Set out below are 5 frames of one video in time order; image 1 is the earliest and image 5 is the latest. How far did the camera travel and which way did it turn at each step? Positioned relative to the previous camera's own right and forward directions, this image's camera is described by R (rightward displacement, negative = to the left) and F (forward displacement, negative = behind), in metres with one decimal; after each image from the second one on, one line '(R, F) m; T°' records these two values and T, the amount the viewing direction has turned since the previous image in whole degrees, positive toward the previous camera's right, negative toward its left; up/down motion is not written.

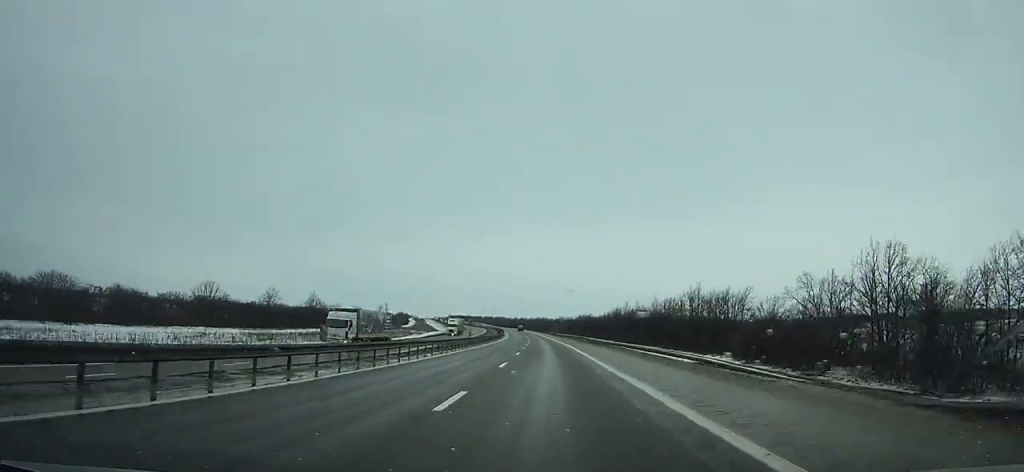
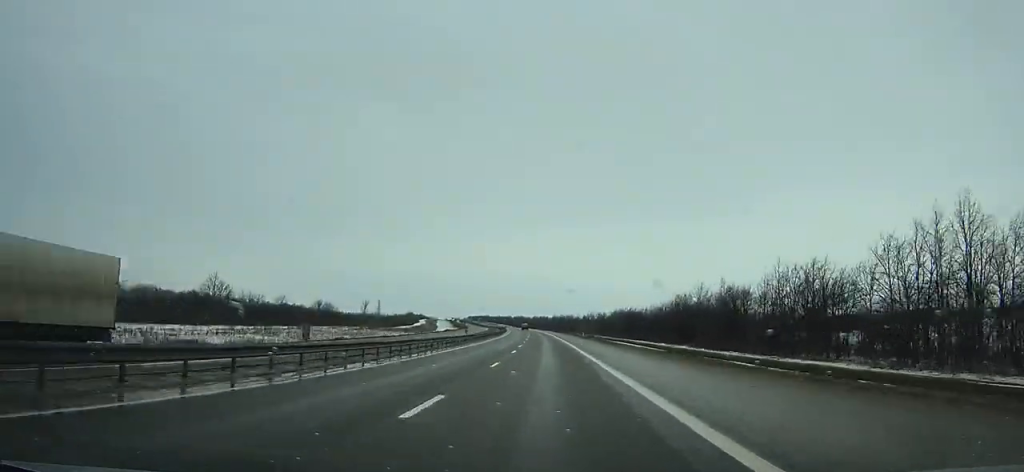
(-0.9, +73.0) m; -2°
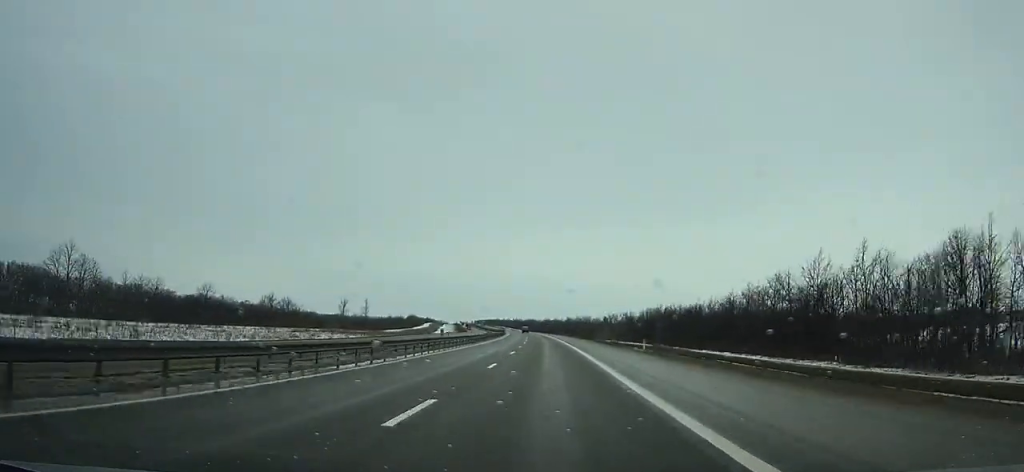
(-0.9, +48.7) m; -2°
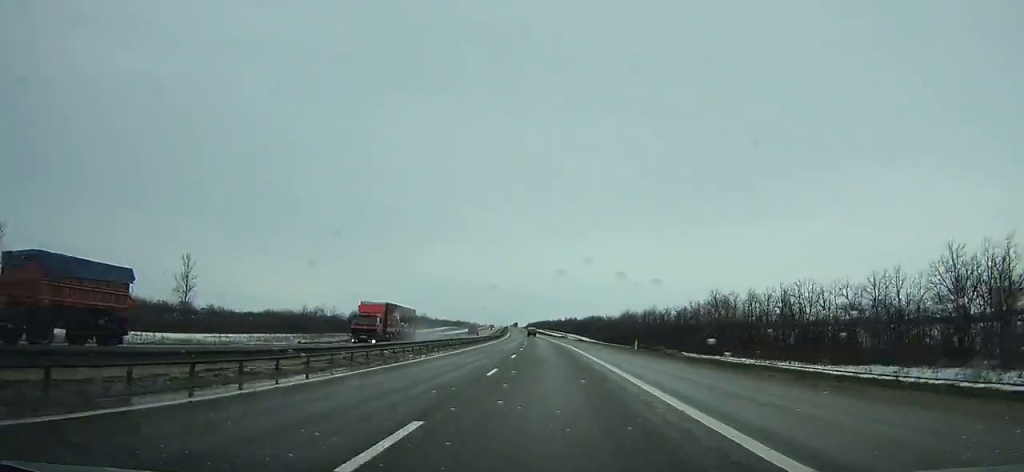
(-9.6, +193.3) m; -6°
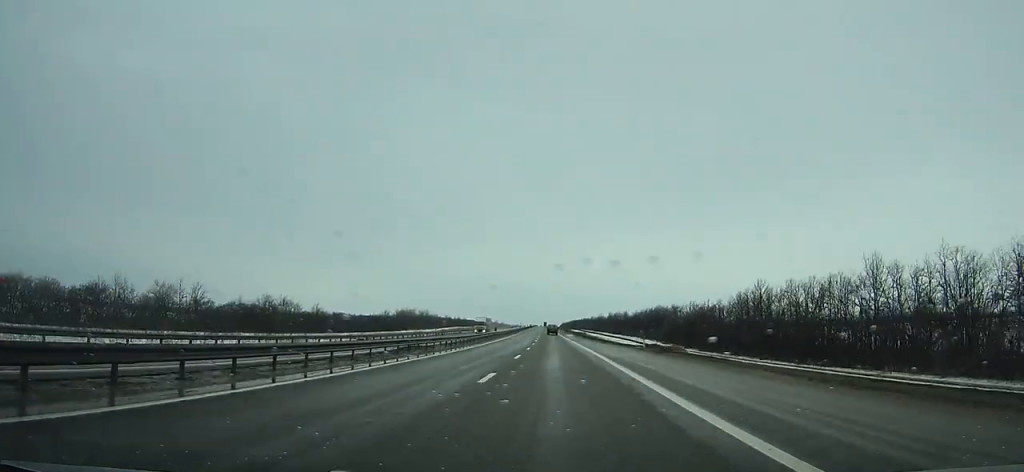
(-2.3, +98.0) m; -2°
